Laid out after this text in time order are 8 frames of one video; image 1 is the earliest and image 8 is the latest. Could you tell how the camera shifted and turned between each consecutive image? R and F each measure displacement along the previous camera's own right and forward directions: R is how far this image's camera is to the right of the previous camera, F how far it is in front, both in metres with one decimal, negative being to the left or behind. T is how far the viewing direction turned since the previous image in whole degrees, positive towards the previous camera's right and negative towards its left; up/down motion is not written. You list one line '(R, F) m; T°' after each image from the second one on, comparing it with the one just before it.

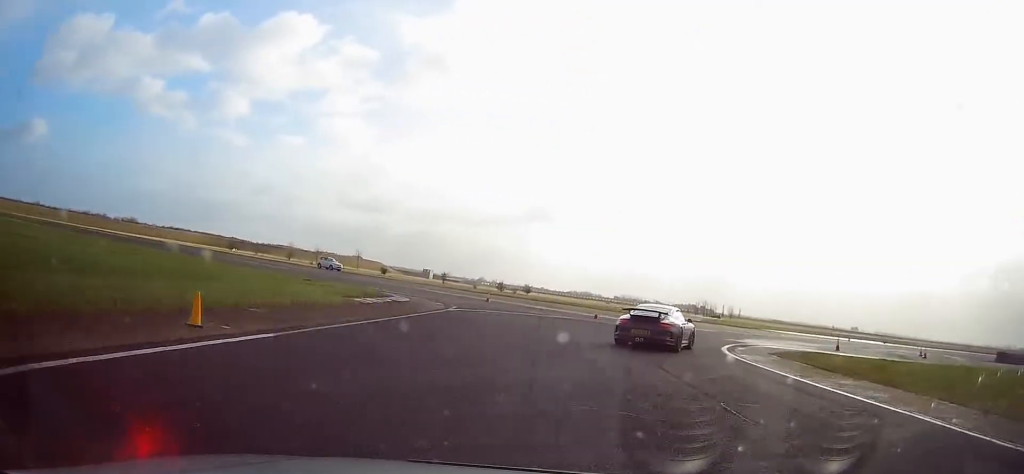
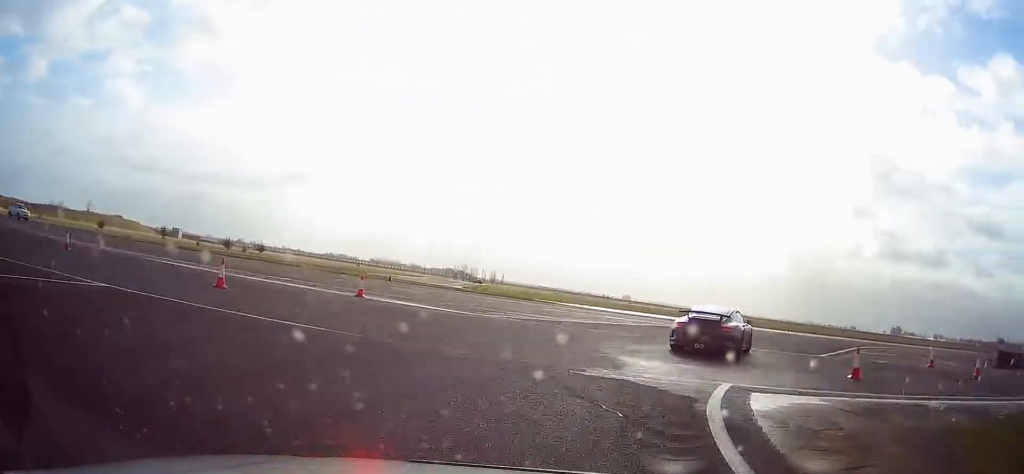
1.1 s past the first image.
(+3.6, +23.9) m; +19°
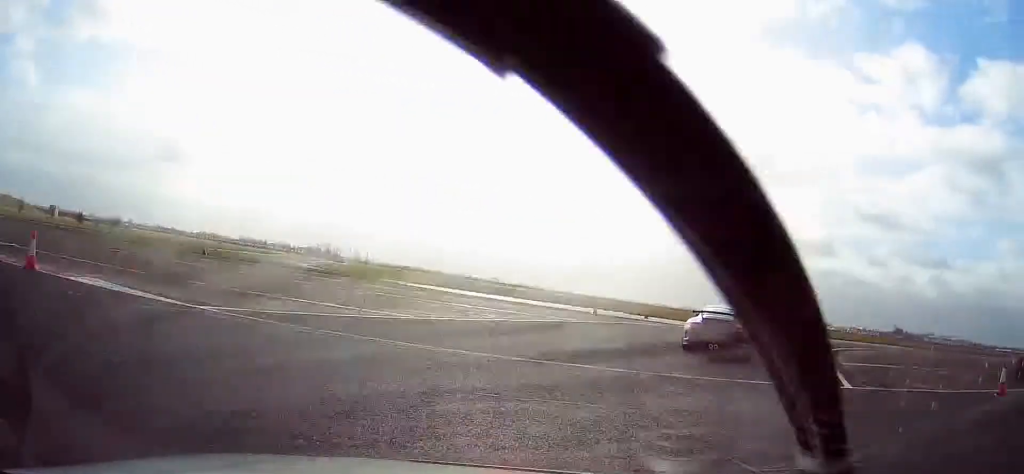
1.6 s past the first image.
(+0.2, +11.1) m; +10°
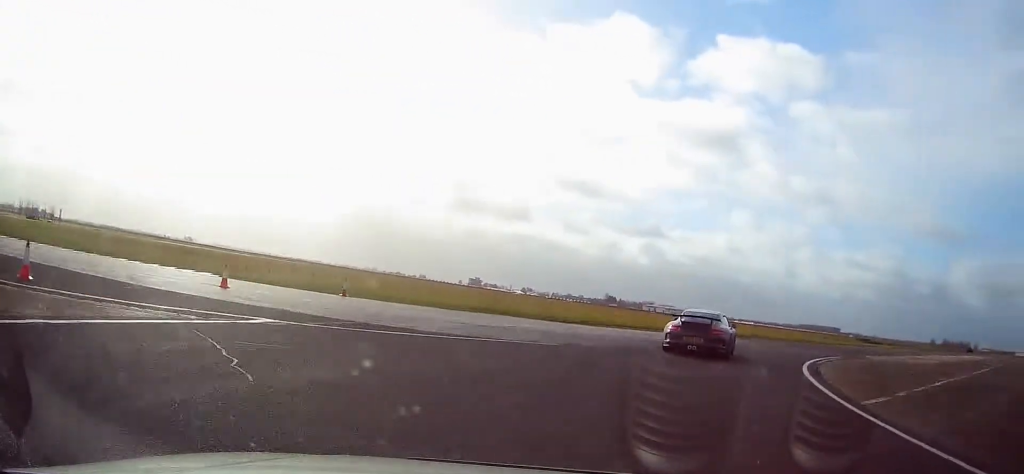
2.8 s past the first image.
(+6.4, +25.0) m; +28°
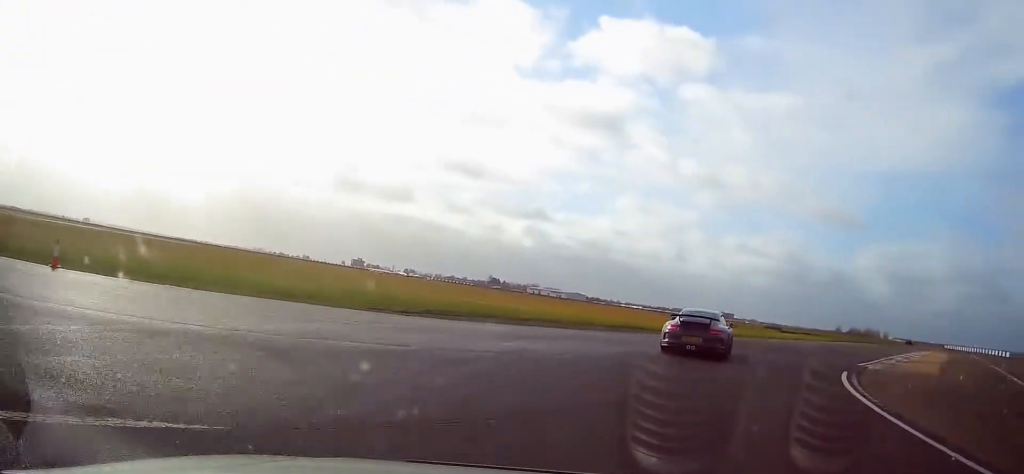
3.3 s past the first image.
(+1.2, +11.2) m; +12°
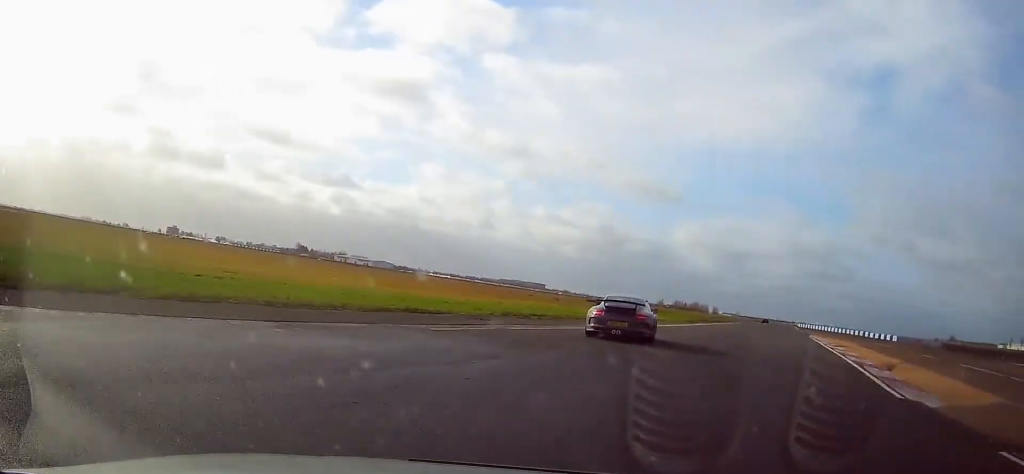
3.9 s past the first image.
(+1.9, +13.6) m; +12°
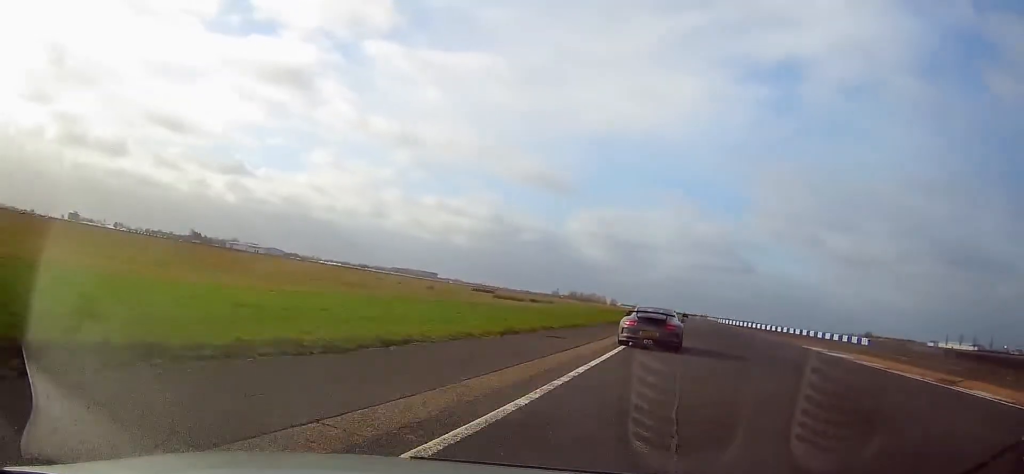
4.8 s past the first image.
(+3.5, +23.1) m; +14°
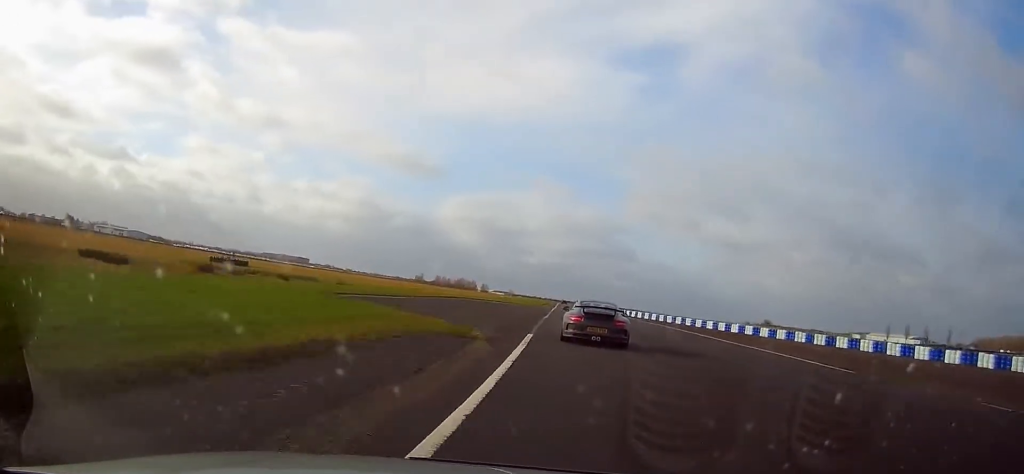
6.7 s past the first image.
(+9.0, +59.7) m; +11°
